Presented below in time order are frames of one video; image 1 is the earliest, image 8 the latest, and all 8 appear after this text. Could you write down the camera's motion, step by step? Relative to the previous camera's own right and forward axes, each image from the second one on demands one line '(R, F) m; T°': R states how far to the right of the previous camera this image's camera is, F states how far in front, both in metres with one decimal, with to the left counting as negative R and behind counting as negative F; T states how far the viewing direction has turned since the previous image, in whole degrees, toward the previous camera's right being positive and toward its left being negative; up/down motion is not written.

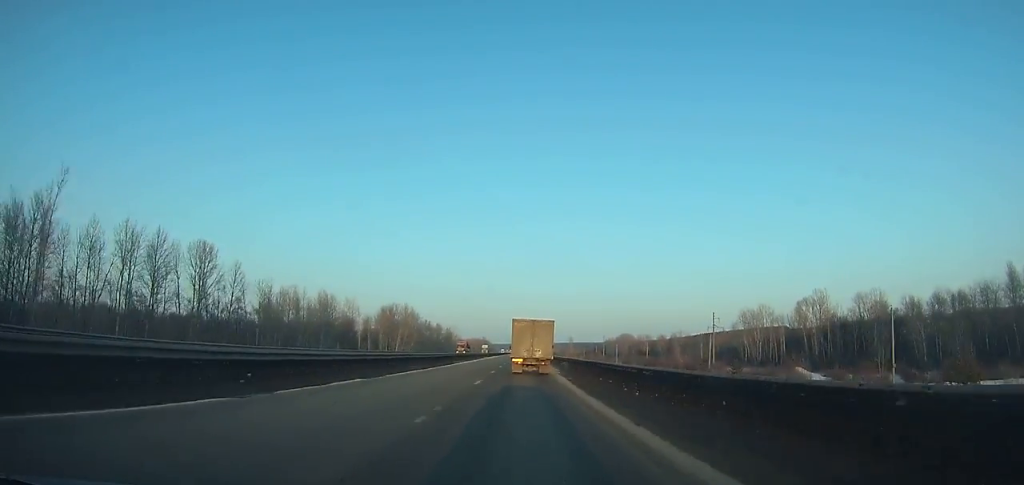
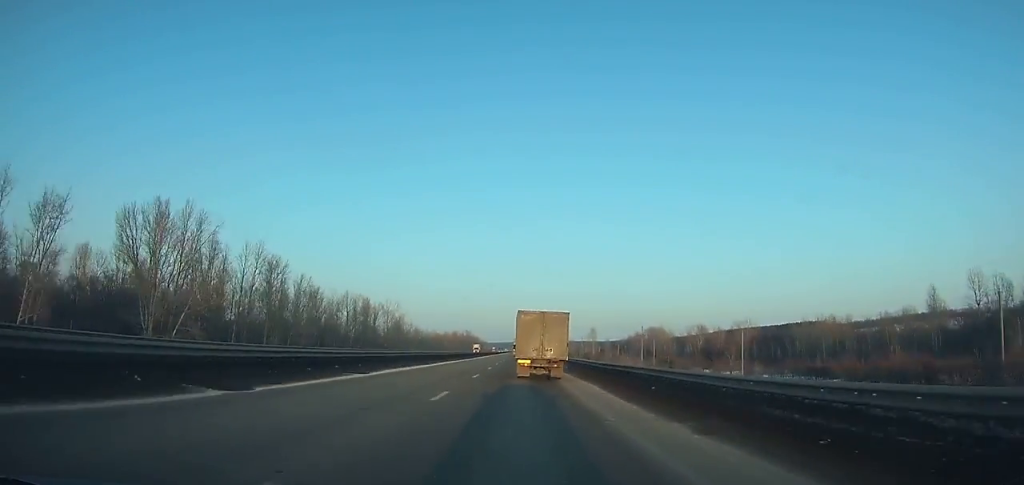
(0.0, +150.5) m; 0°
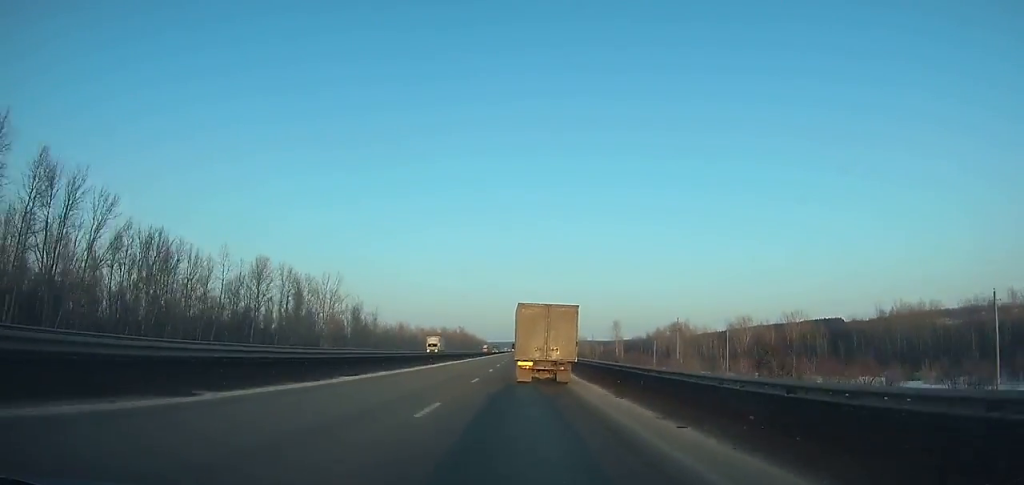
(-0.1, +64.0) m; 0°
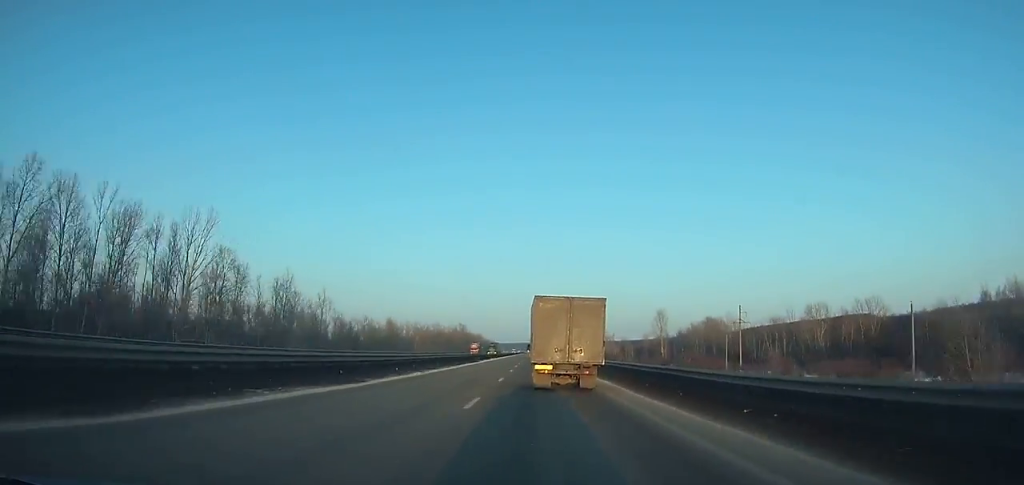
(-0.1, +60.0) m; 0°
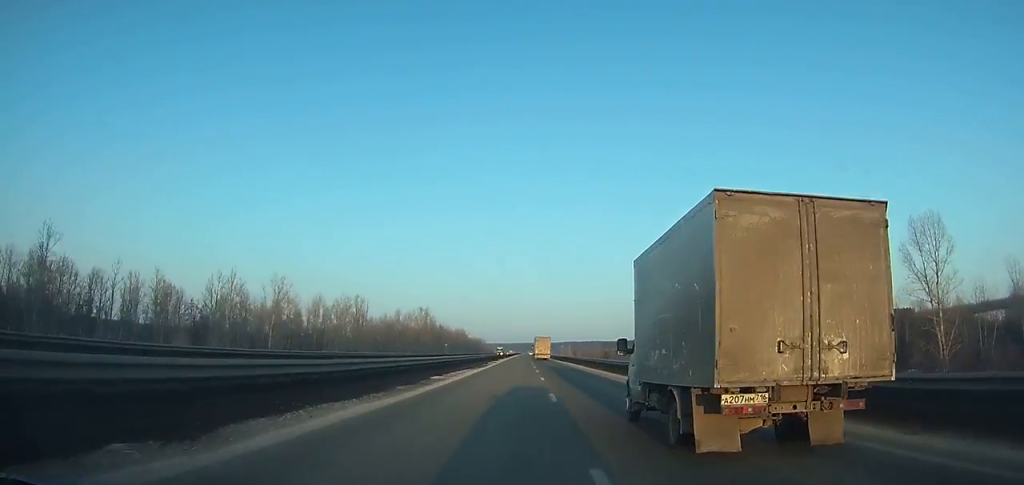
(+0.1, +120.1) m; 0°
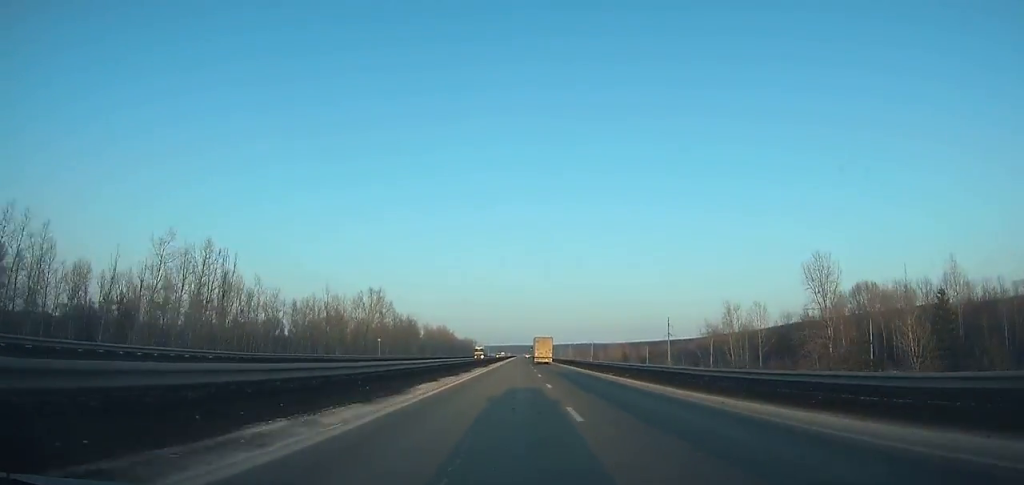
(+0.2, +66.0) m; 0°
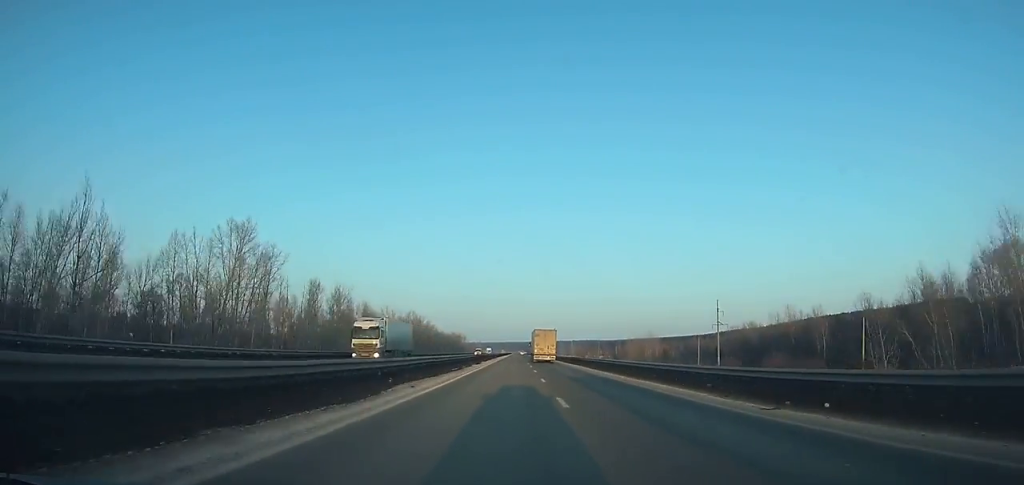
(+0.1, +70.8) m; 0°
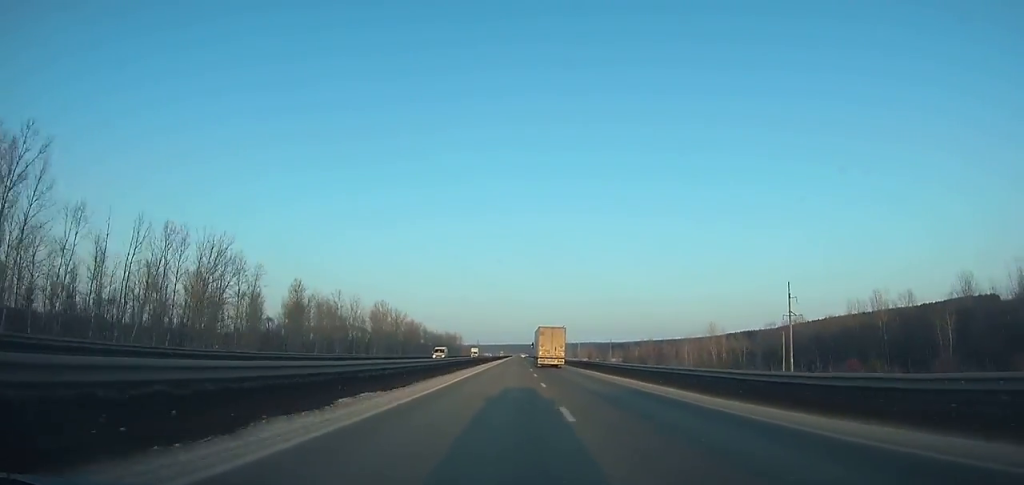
(0.0, +50.9) m; 0°
